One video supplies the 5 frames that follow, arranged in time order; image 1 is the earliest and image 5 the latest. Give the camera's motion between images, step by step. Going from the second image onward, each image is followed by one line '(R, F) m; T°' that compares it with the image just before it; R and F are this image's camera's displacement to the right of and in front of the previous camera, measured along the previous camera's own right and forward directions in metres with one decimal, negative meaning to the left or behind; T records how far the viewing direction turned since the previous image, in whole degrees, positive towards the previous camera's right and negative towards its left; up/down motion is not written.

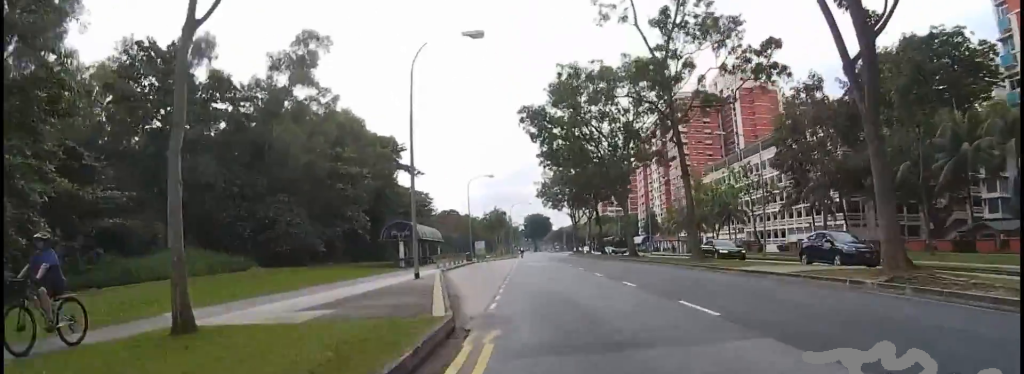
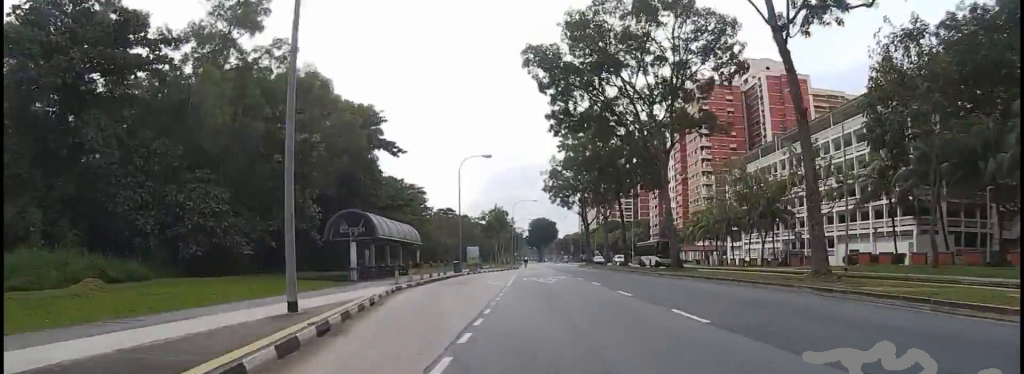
(+0.9, +11.7) m; +1°
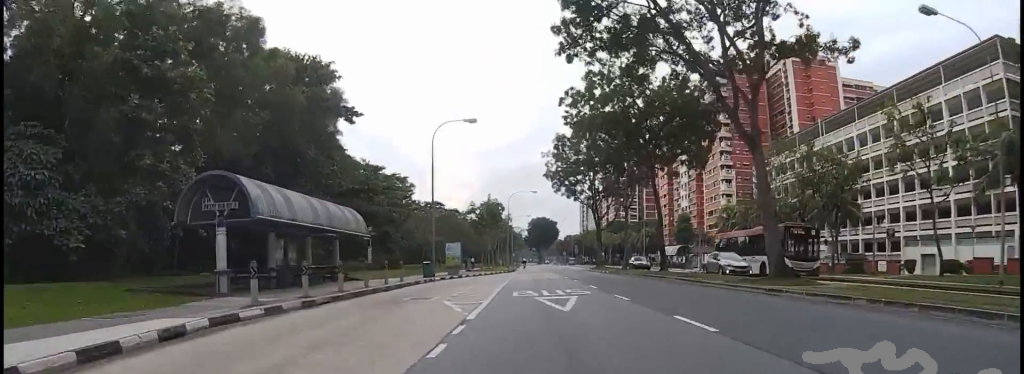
(-1.0, +12.6) m; -4°
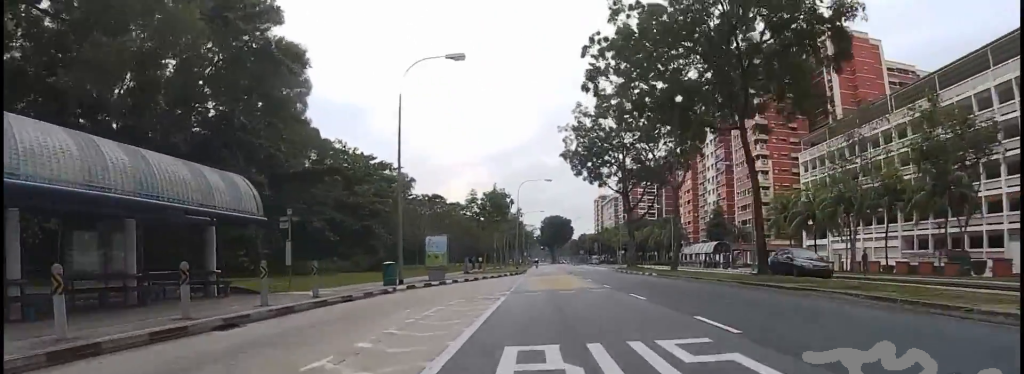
(+0.6, +12.1) m; 0°
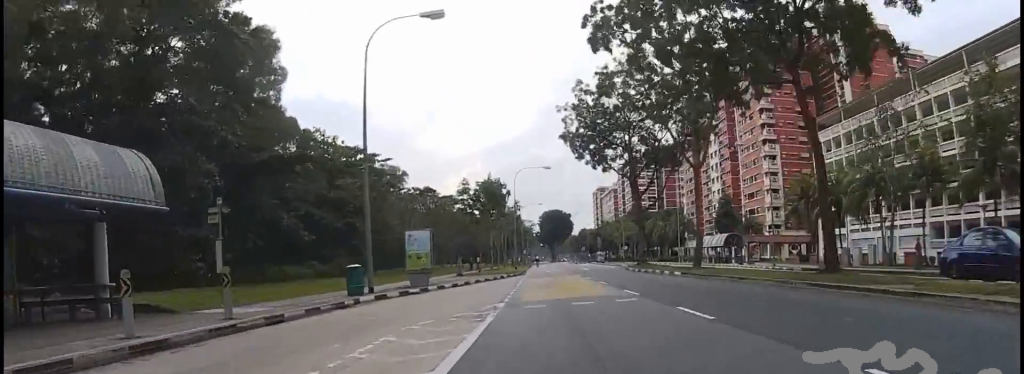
(-0.1, +4.6) m; 0°
